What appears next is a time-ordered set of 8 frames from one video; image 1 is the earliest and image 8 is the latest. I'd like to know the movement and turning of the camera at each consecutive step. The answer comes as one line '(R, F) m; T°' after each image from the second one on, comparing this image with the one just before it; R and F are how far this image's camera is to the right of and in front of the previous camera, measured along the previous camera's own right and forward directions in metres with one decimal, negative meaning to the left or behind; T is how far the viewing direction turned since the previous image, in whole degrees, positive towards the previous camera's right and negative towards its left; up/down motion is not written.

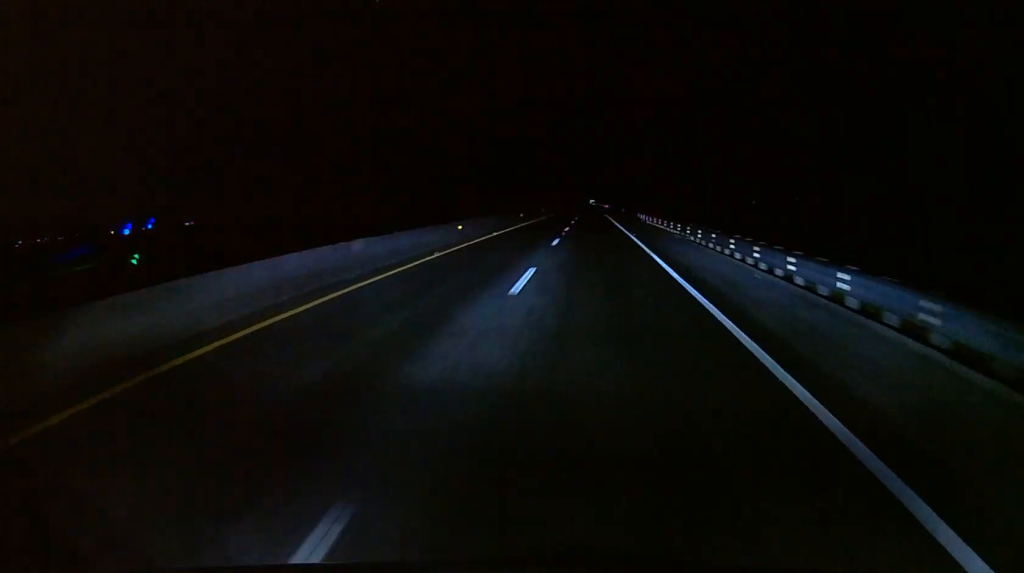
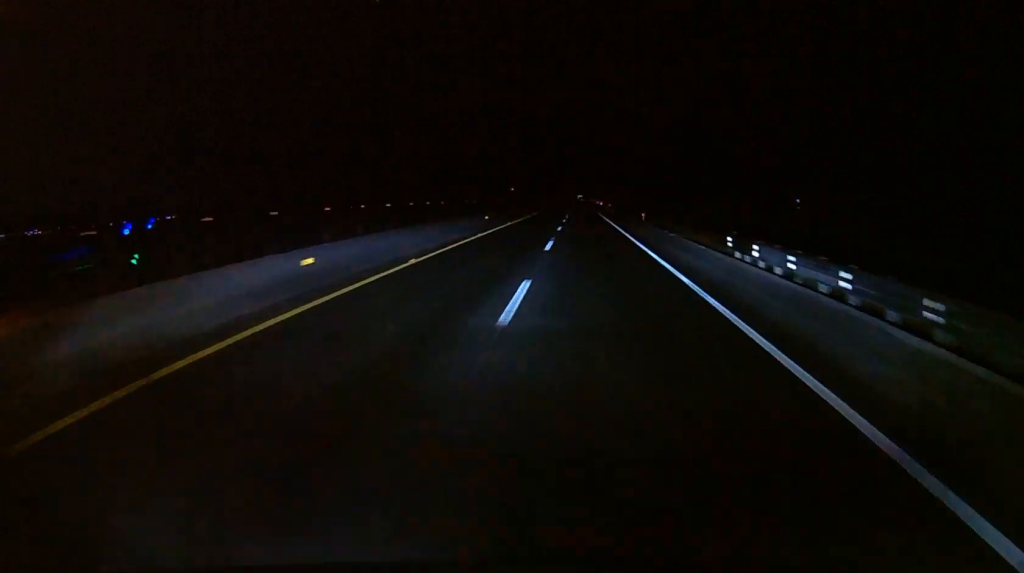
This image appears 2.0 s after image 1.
(+1.2, +50.5) m; +2°
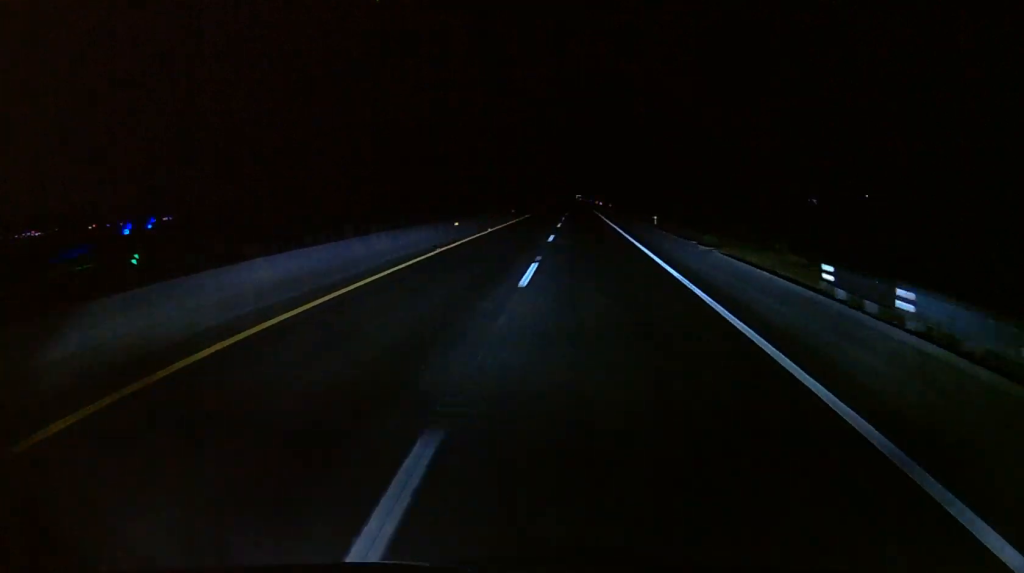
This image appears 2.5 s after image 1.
(0.0, +10.1) m; 0°
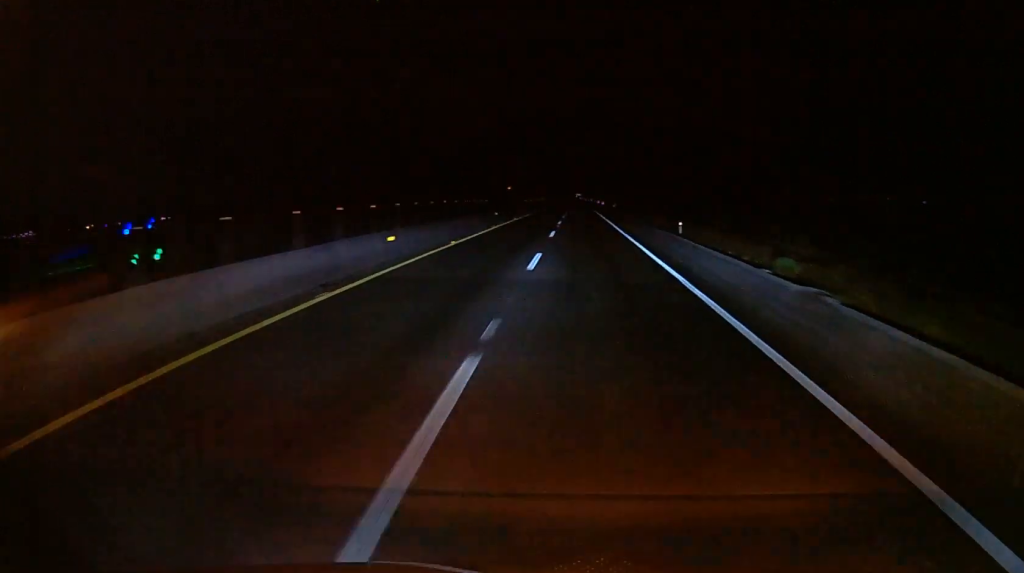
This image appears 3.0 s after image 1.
(0.0, +11.7) m; 0°
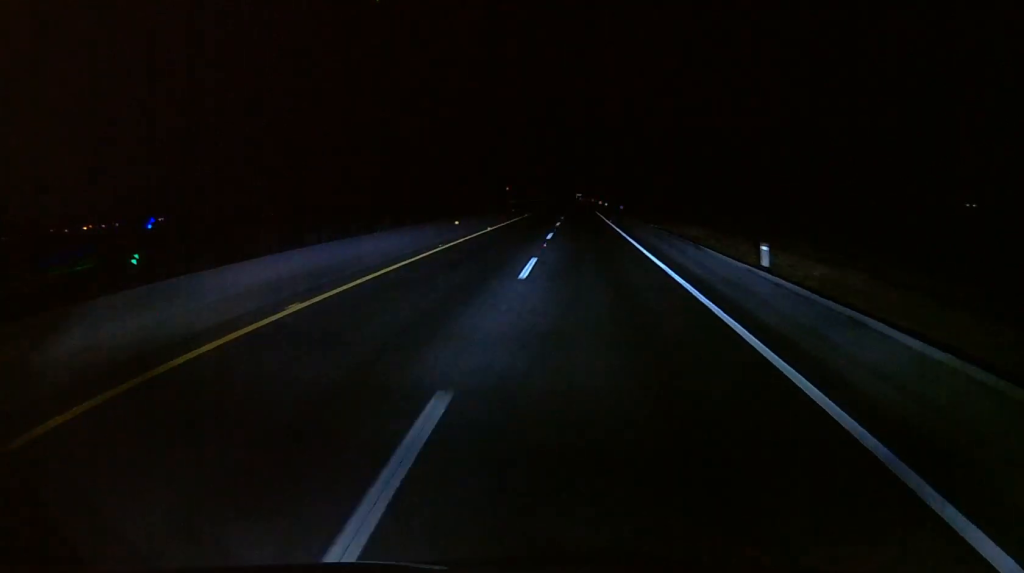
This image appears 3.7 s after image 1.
(0.0, +17.4) m; 0°
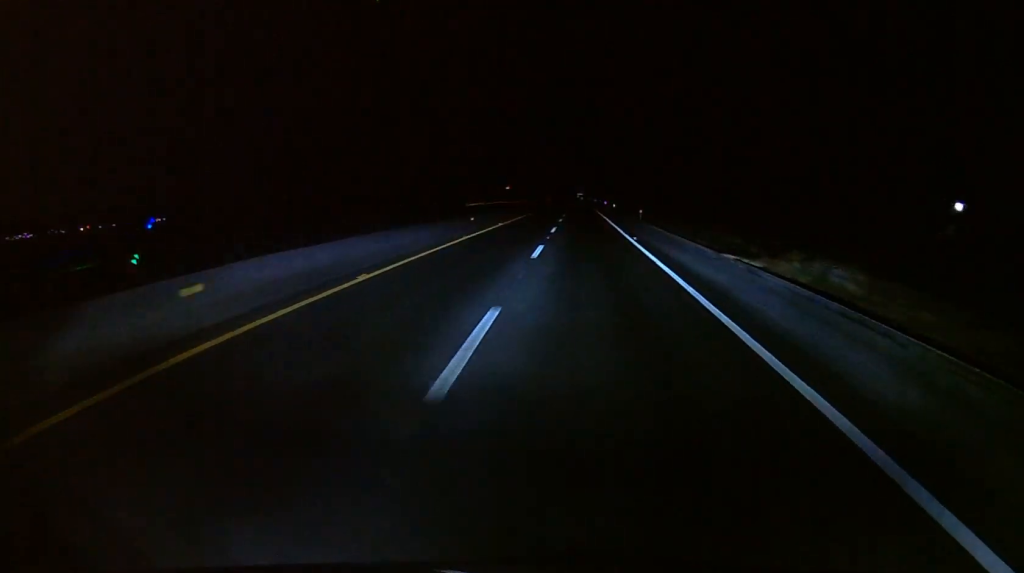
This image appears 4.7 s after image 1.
(0.0, +25.7) m; 0°
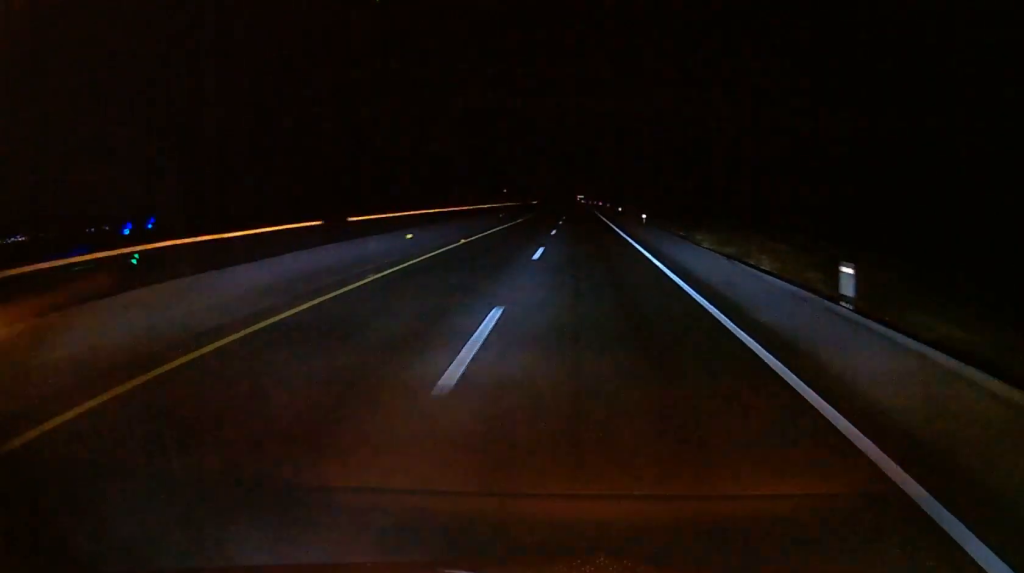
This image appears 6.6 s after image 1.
(0.0, +43.9) m; 0°
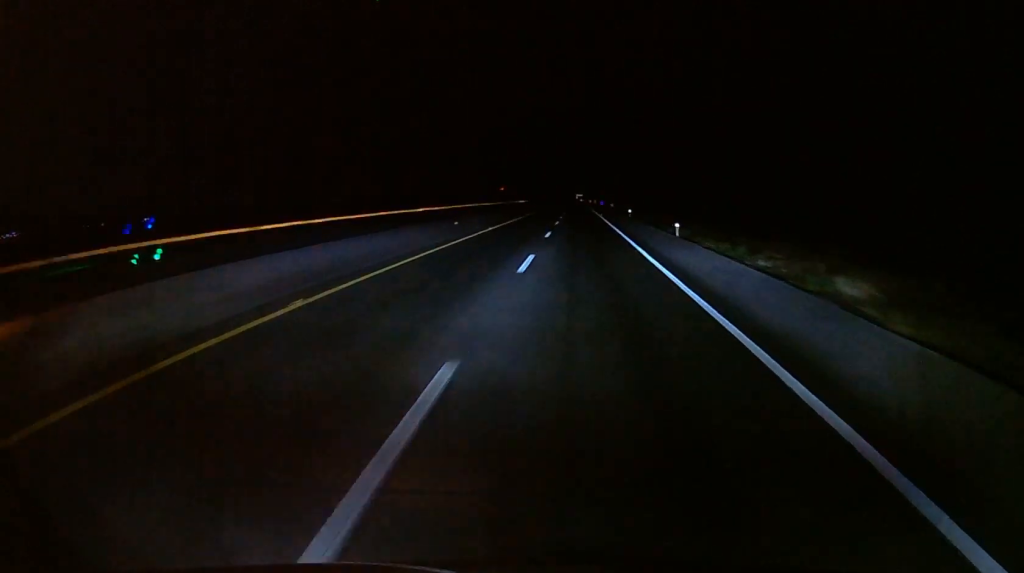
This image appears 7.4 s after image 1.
(0.0, +20.0) m; 0°
